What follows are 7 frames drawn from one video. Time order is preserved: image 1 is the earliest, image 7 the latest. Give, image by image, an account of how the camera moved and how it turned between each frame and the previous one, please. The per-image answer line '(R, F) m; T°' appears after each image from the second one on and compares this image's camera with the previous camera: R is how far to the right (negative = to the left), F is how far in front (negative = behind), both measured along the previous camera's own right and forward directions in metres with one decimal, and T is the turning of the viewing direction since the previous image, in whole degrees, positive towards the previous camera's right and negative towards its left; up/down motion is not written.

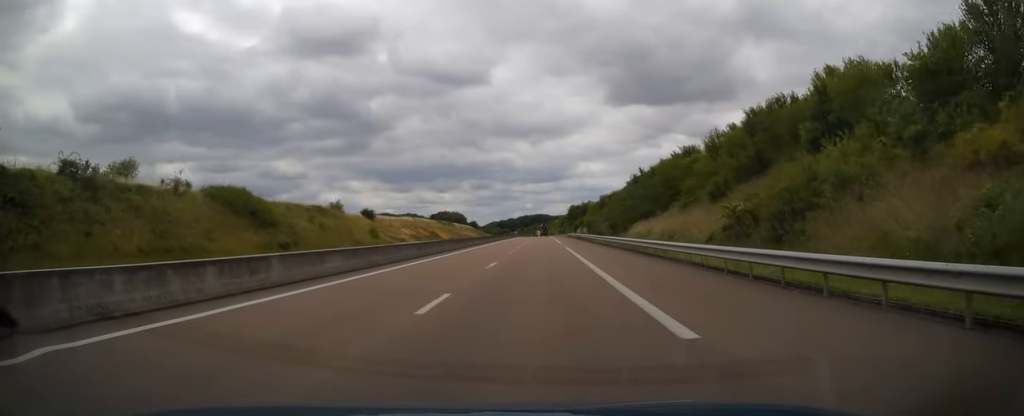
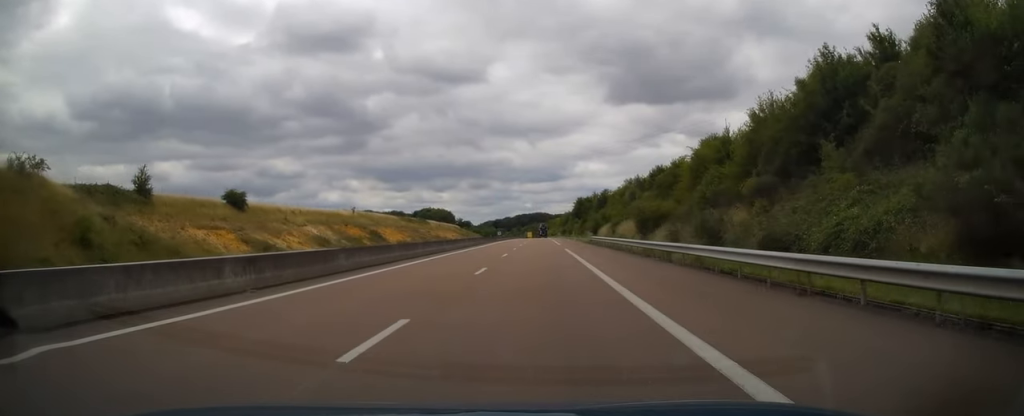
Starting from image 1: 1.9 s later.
(0.0, +55.2) m; 0°
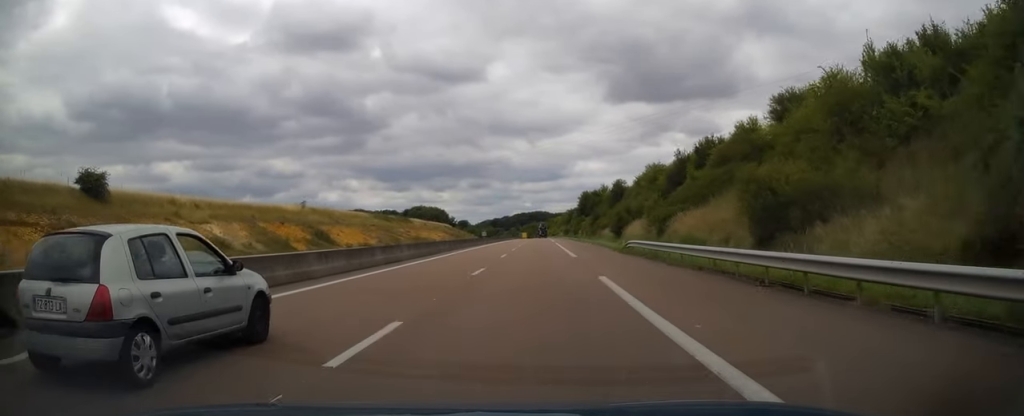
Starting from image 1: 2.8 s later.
(0.0, +25.9) m; 0°
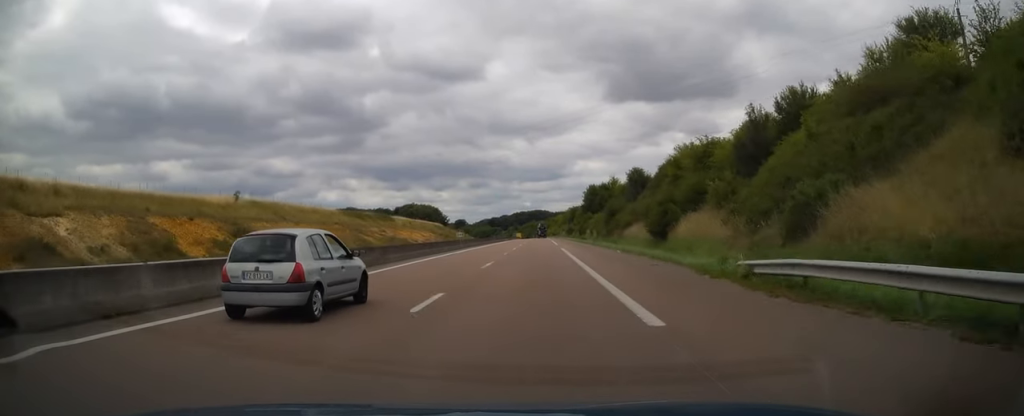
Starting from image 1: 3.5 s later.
(0.0, +21.5) m; 0°
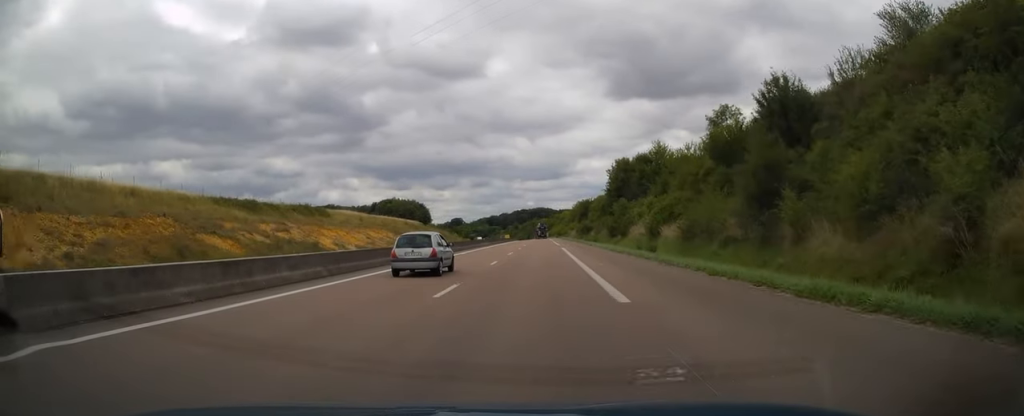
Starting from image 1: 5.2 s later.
(+0.6, +48.9) m; 0°
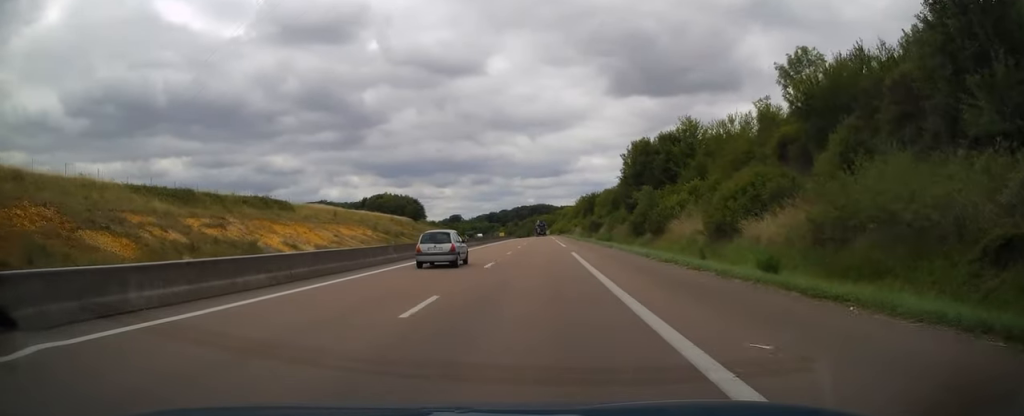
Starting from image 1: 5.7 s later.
(-0.3, +16.1) m; 0°
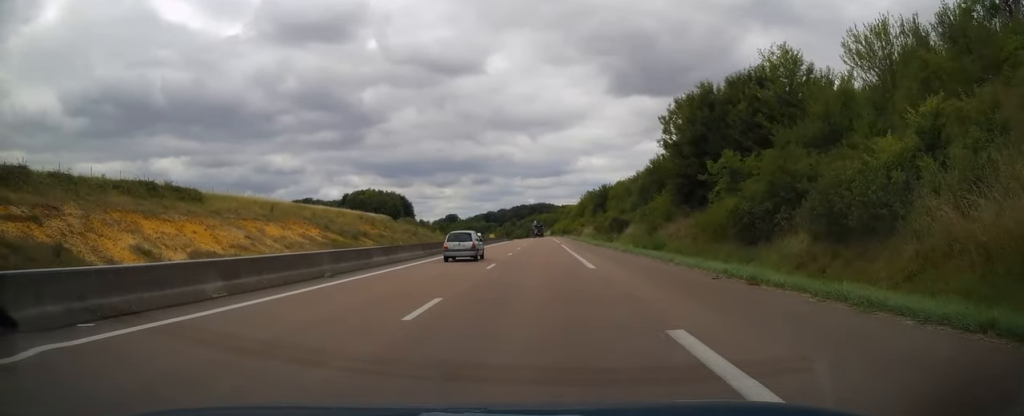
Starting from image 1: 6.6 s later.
(-0.4, +26.0) m; 0°
